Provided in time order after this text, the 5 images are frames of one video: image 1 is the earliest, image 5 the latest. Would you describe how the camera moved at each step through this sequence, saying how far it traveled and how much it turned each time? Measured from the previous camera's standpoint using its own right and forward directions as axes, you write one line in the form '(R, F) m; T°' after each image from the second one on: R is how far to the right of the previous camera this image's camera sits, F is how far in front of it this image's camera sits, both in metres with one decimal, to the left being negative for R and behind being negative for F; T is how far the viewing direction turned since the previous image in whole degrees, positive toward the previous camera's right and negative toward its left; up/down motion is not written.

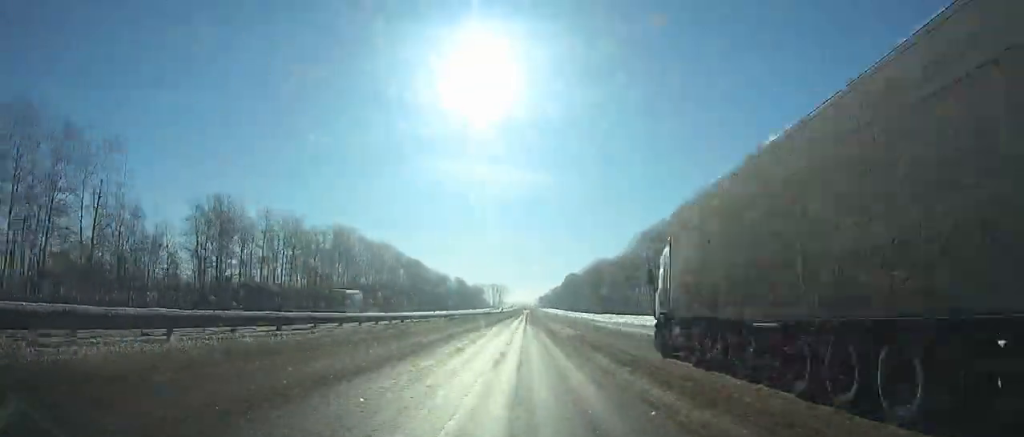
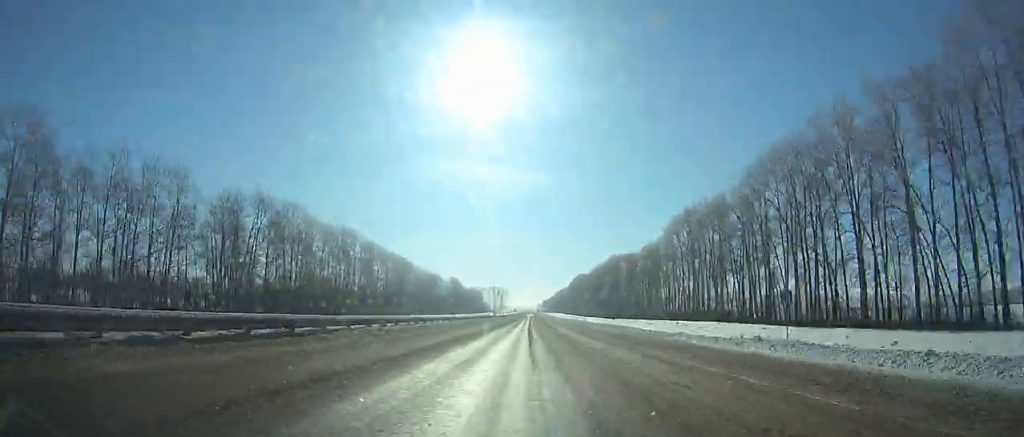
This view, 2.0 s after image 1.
(-0.2, +47.5) m; 0°
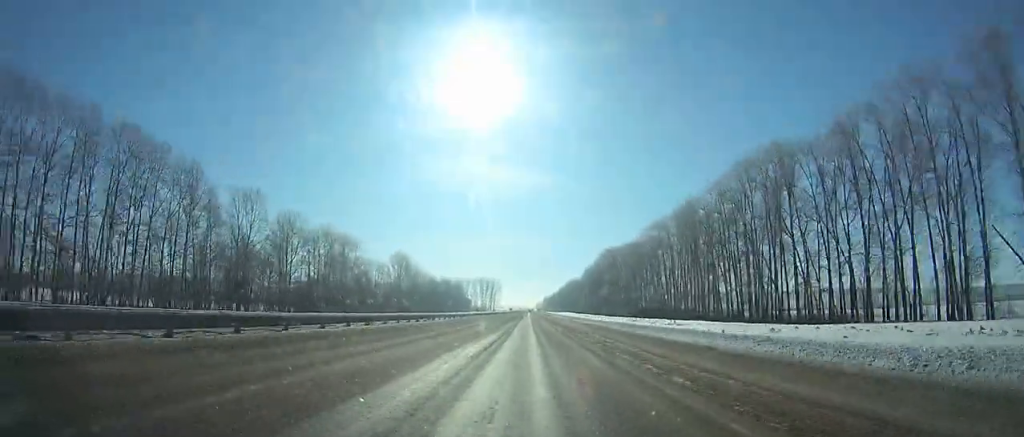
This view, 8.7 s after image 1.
(-0.5, +163.2) m; 0°
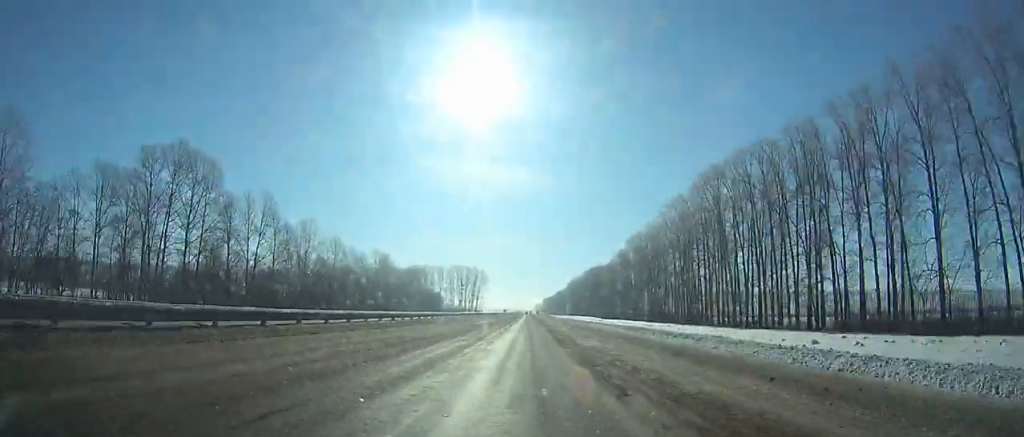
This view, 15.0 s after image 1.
(+1.3, +159.0) m; +1°
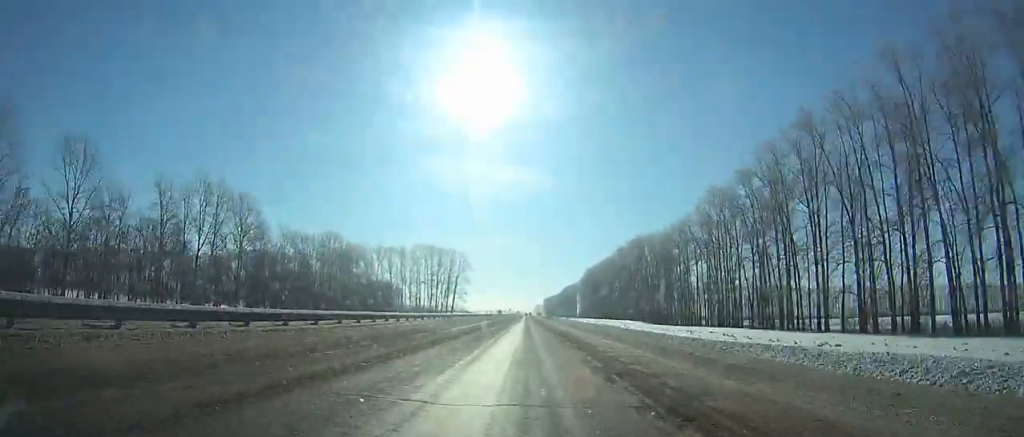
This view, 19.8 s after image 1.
(-0.4, +121.8) m; 0°
